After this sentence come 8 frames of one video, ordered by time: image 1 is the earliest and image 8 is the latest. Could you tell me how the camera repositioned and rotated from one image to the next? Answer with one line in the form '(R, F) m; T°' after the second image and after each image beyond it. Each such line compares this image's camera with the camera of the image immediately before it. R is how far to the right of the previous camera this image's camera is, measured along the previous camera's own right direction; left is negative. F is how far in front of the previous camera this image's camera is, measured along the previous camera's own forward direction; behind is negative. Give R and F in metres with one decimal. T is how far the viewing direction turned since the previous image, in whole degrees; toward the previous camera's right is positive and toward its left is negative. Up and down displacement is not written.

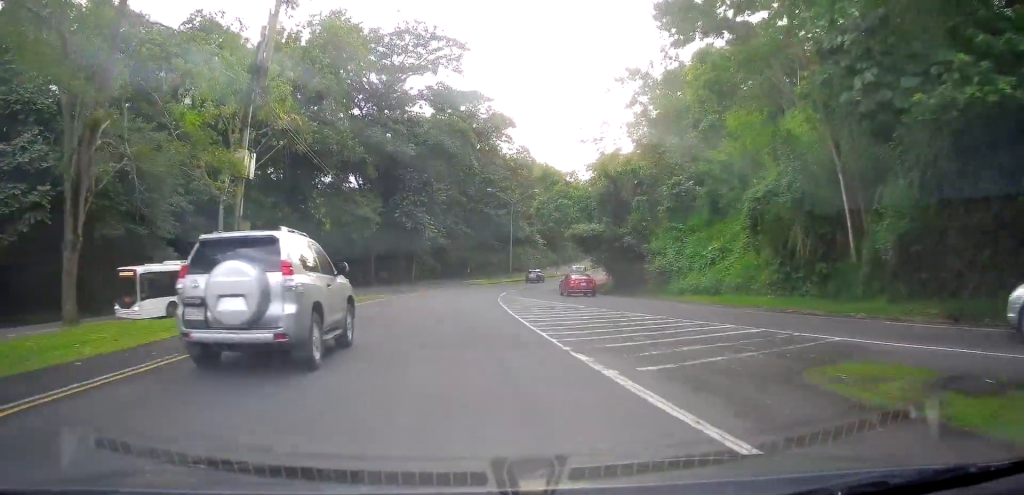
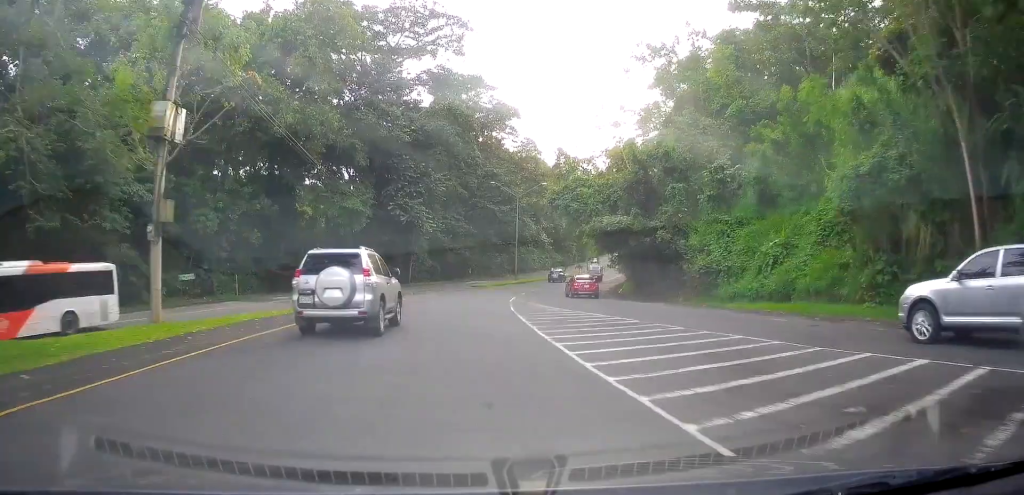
(+0.1, +6.6) m; +6°
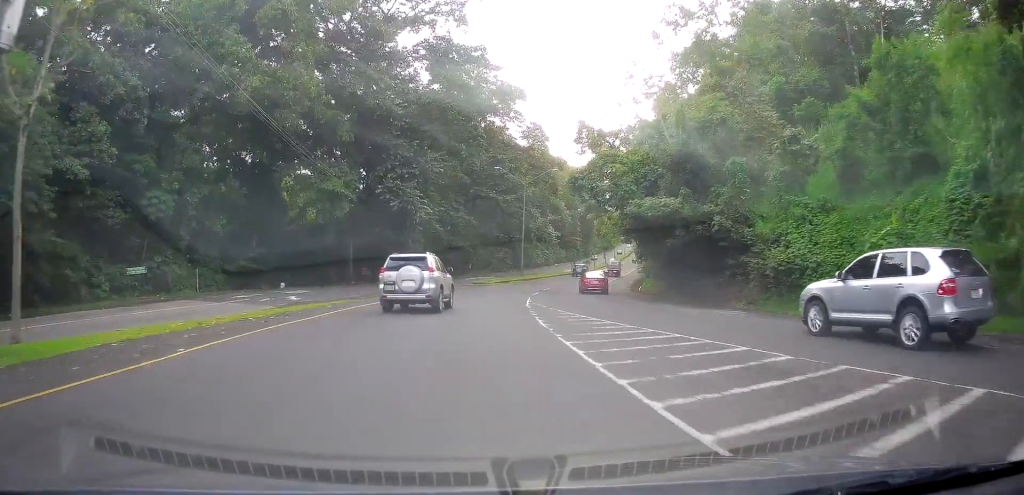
(-0.5, +7.9) m; +12°
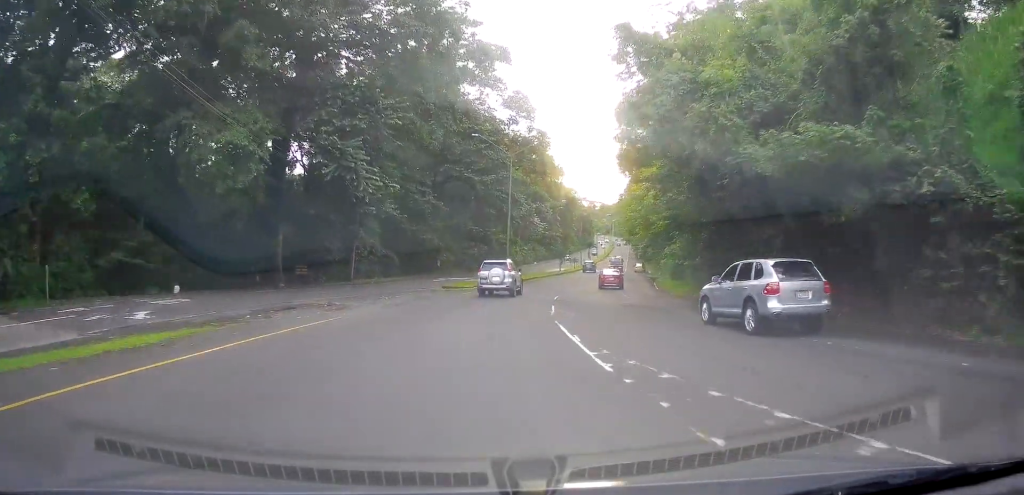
(+2.8, +12.3) m; -13°
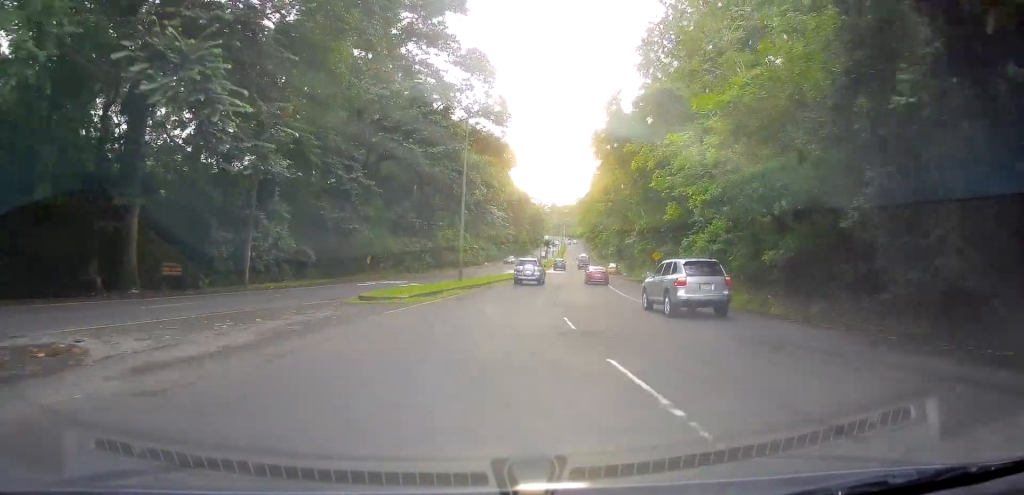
(-5.1, +13.9) m; -12°
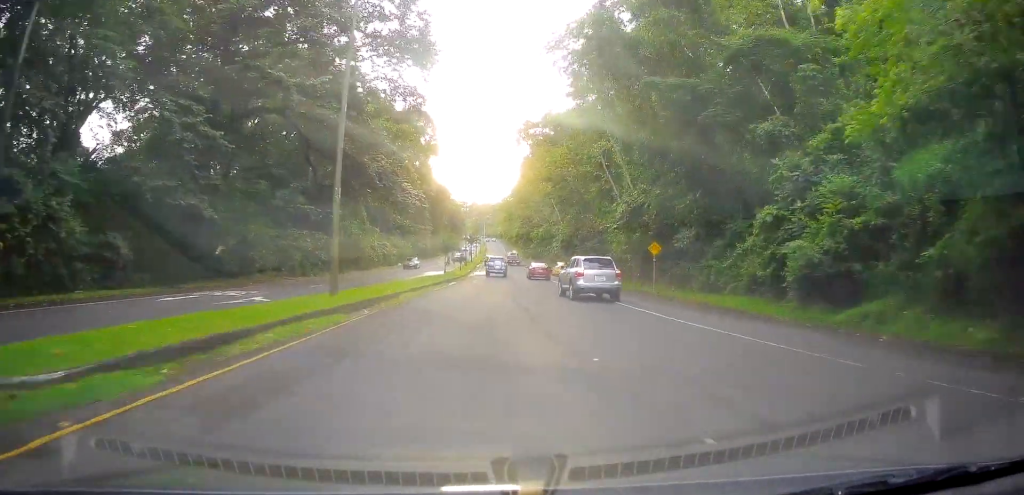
(+2.8, +15.3) m; +16°
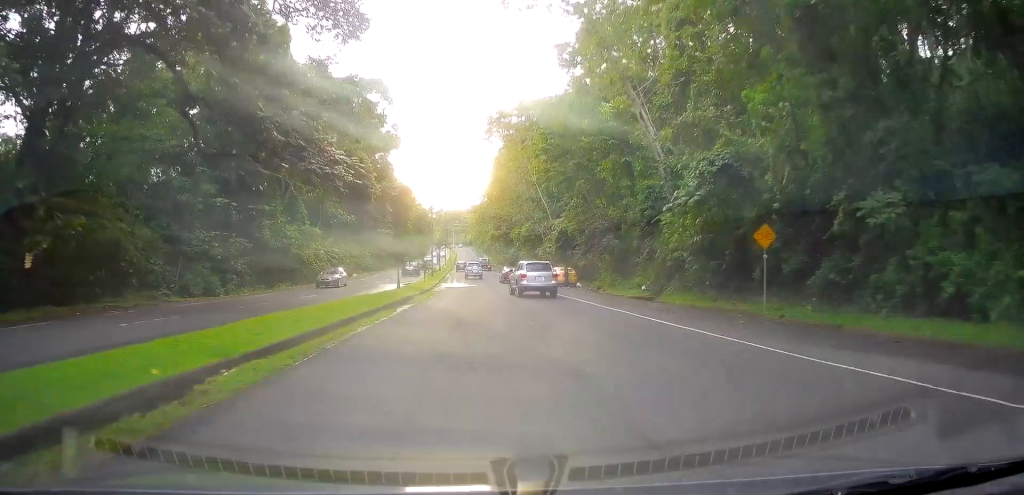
(+1.0, +12.8) m; +7°
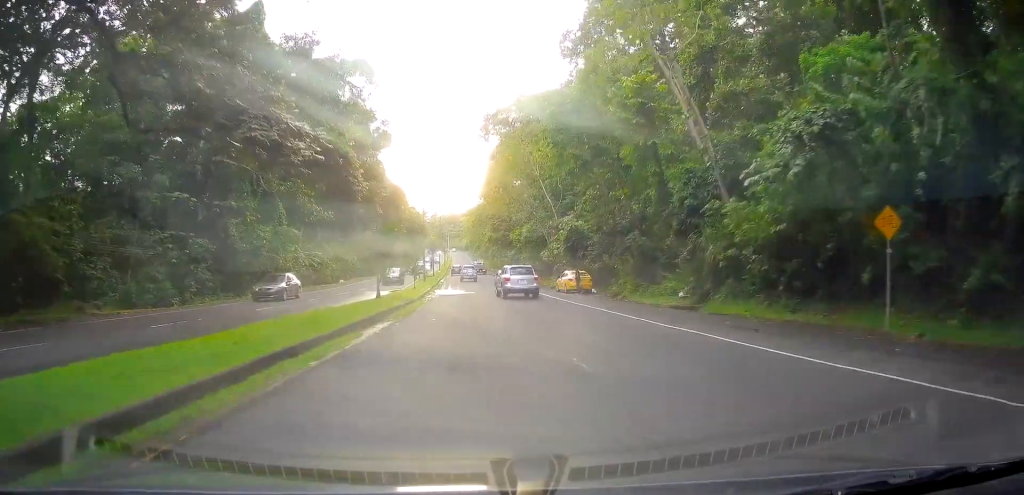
(0.0, +5.2) m; +2°
